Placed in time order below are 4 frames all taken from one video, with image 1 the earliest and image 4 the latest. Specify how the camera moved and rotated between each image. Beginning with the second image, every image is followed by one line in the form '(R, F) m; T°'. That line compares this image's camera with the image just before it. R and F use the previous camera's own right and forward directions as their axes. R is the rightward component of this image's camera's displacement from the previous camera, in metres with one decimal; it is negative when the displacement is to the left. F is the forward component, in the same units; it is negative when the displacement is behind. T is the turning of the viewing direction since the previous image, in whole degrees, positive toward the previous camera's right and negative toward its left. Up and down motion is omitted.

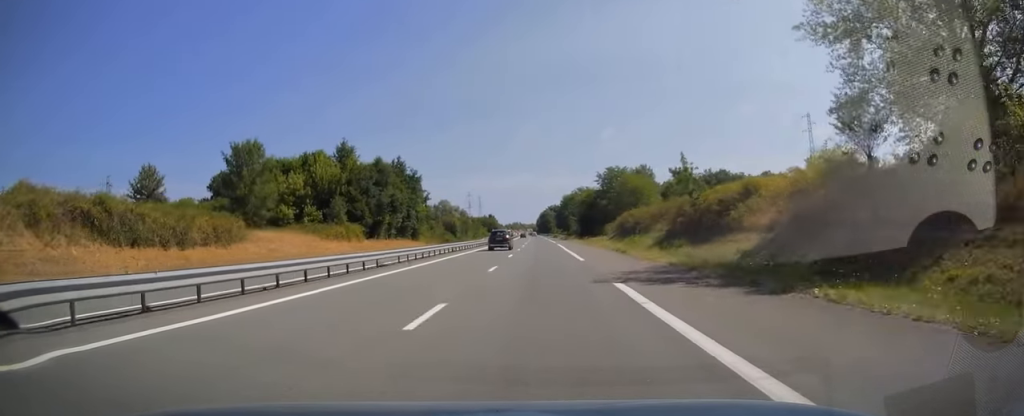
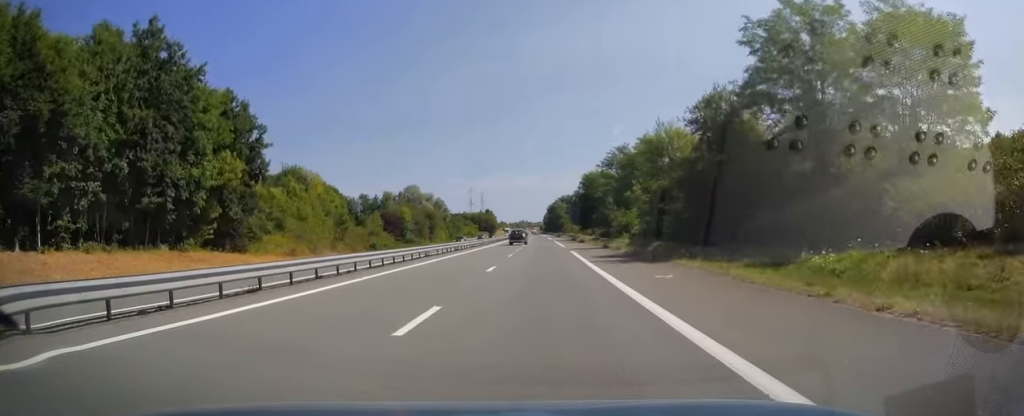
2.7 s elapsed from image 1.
(-0.3, +79.2) m; 0°
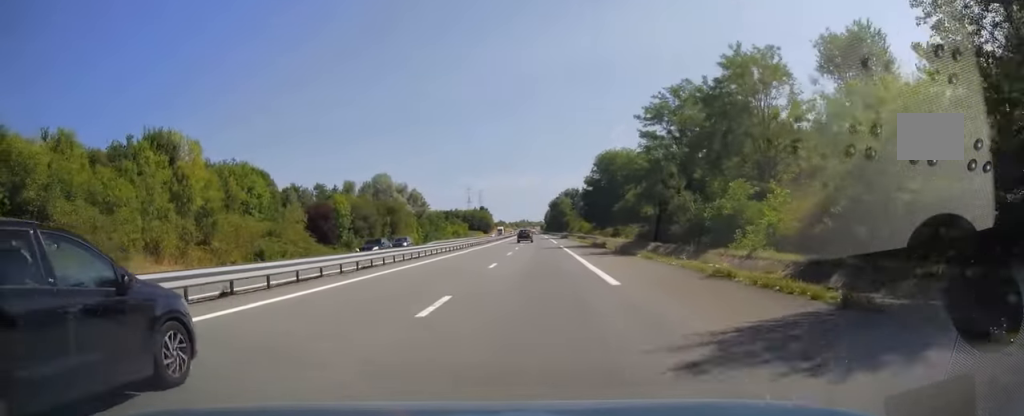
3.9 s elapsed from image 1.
(0.0, +37.4) m; 0°
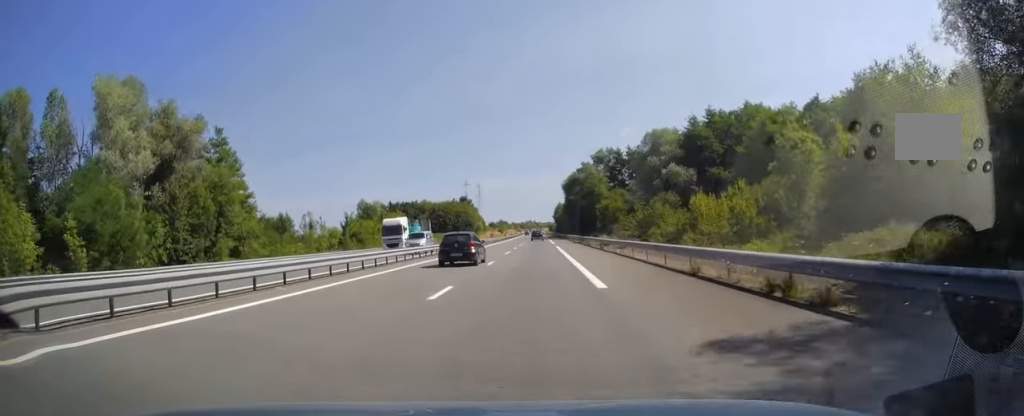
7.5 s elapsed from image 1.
(-0.3, +104.3) m; 0°
